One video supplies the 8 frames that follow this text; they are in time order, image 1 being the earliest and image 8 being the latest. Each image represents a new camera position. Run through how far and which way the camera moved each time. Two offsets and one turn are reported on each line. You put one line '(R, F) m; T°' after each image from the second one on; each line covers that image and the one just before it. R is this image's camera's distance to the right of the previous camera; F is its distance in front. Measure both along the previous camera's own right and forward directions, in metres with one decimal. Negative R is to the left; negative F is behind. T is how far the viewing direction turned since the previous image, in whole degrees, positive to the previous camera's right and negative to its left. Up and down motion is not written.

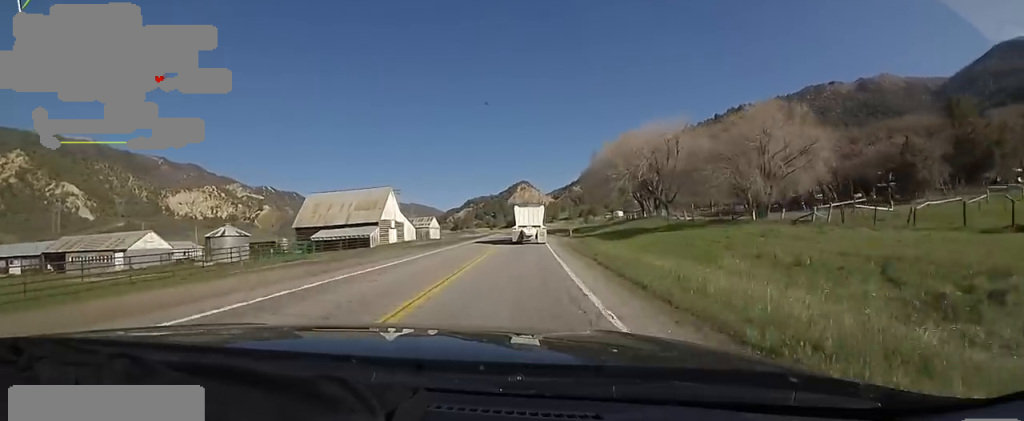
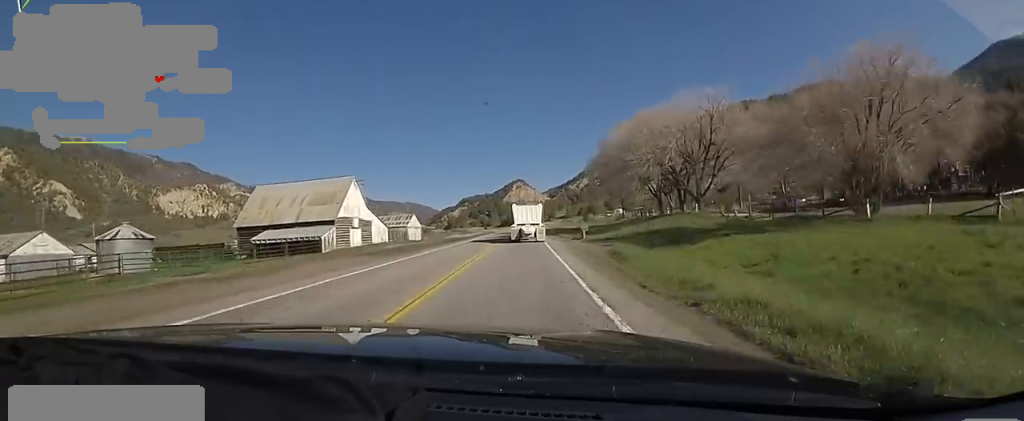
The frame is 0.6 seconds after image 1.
(+0.5, +12.7) m; +4°
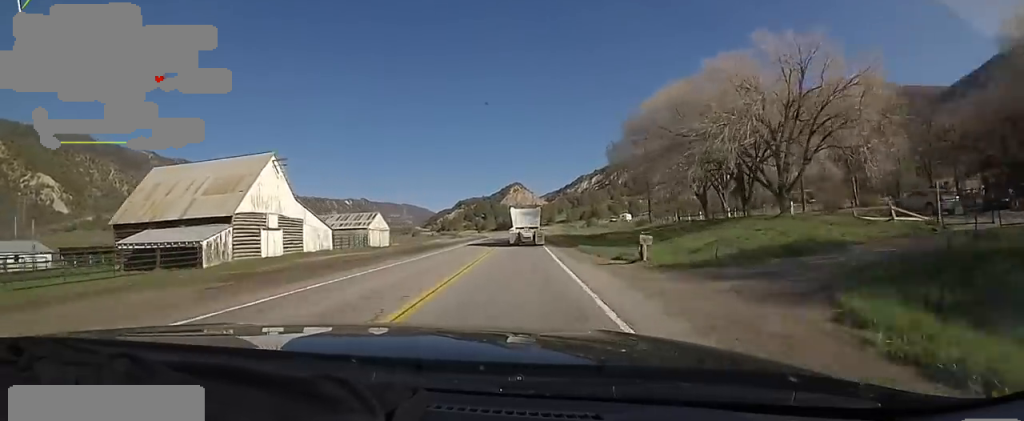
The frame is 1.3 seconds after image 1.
(+0.7, +17.2) m; +3°
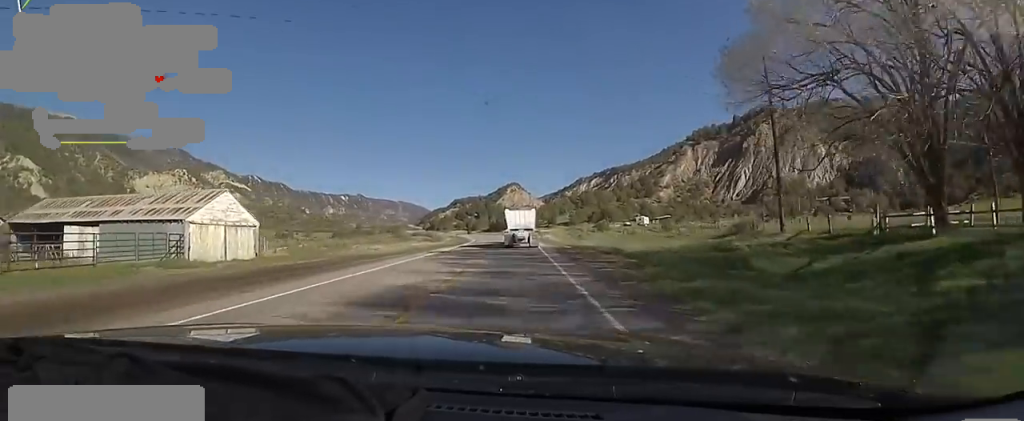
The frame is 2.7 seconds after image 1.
(0.0, +30.6) m; -3°
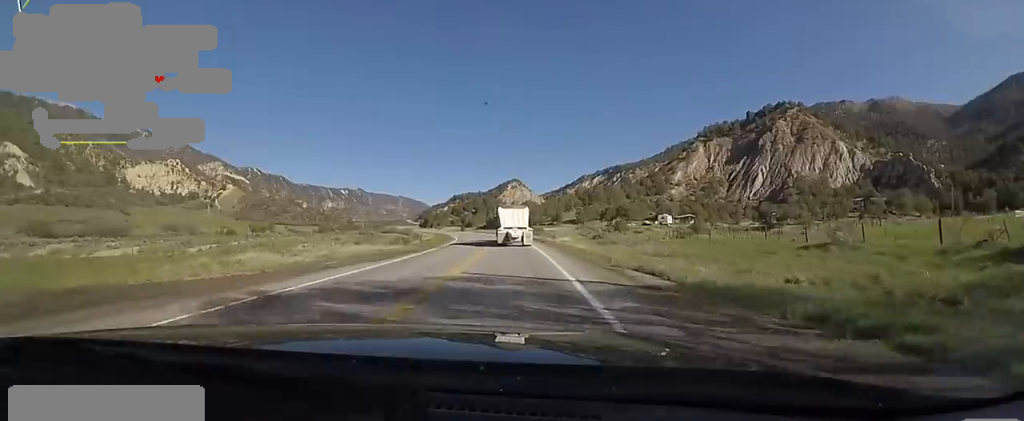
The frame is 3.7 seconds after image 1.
(-0.6, +22.8) m; -1°
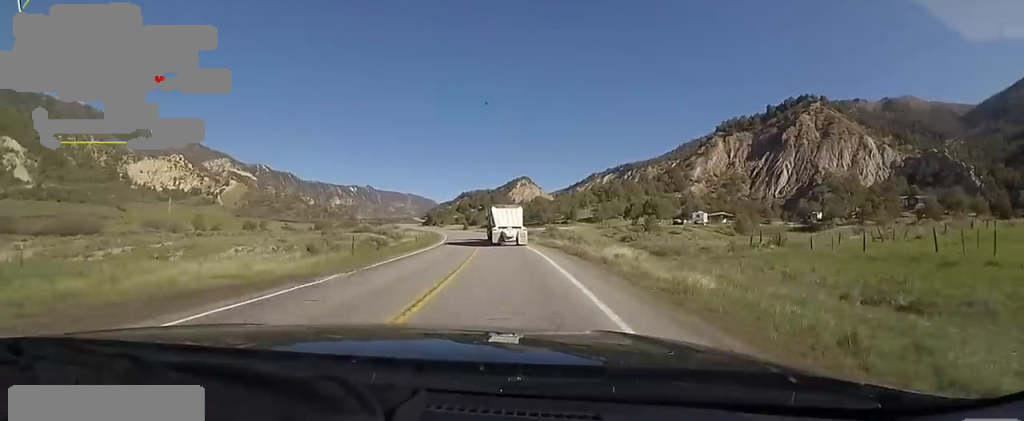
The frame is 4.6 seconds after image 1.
(0.0, +18.7) m; -1°
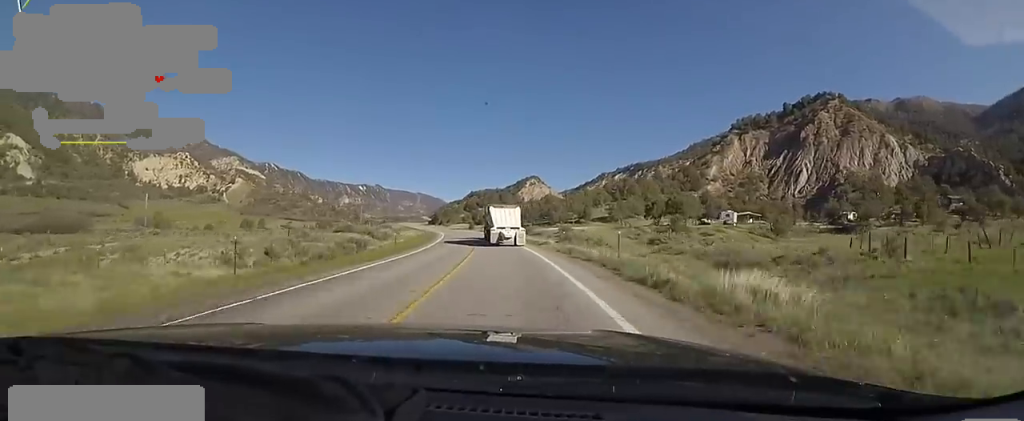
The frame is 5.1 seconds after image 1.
(+0.1, +10.7) m; -1°
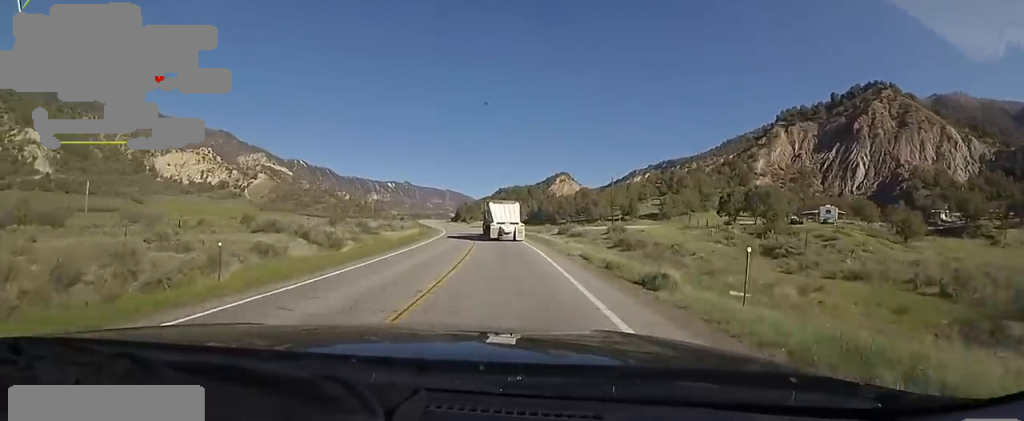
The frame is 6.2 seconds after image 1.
(-1.3, +23.8) m; -5°
